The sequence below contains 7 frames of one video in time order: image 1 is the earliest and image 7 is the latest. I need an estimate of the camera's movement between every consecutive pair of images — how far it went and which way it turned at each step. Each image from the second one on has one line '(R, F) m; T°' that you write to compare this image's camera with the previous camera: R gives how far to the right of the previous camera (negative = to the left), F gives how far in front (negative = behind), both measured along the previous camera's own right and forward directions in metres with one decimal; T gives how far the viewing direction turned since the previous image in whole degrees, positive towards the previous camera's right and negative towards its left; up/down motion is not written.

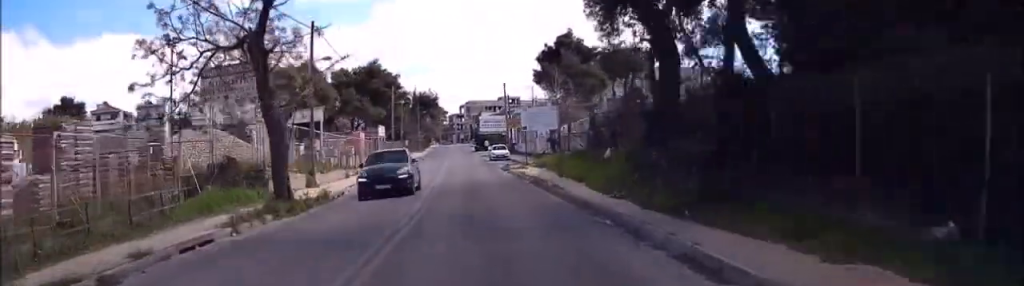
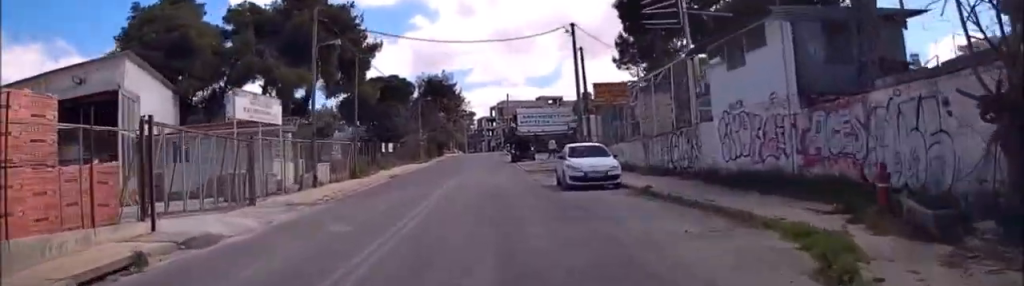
(-1.3, +41.9) m; -2°
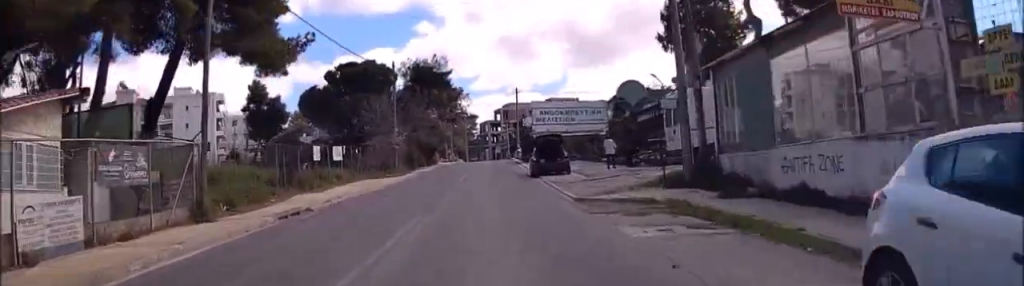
(-0.1, +19.5) m; 0°
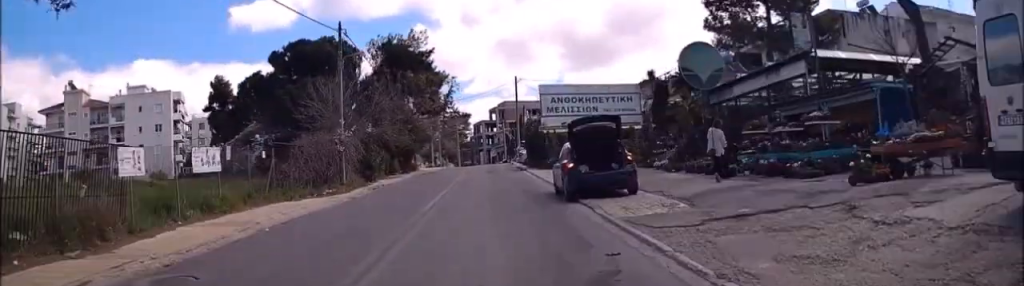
(0.0, +15.2) m; 0°
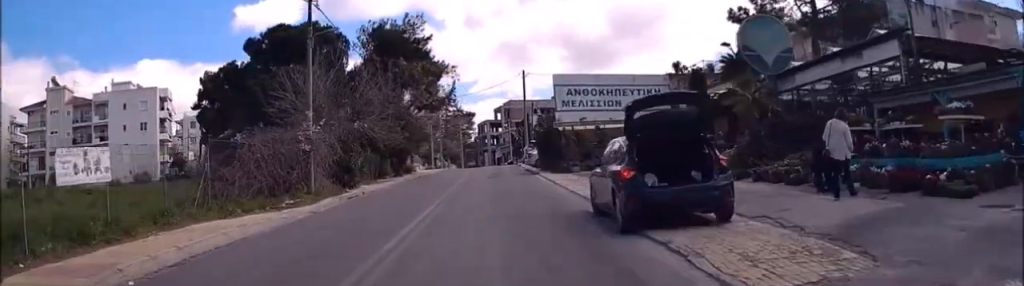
(0.0, +6.4) m; 0°
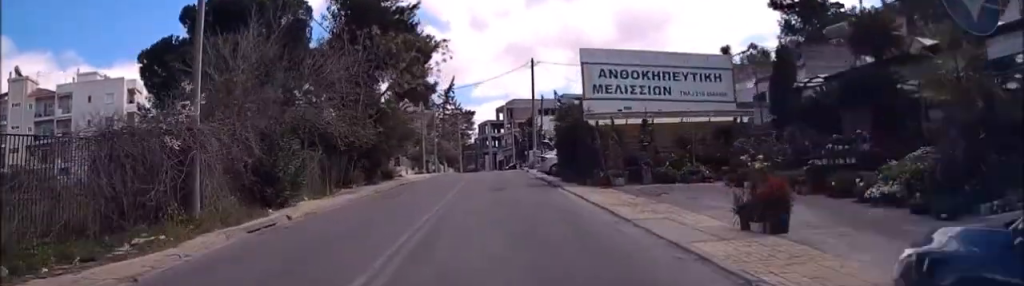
(0.0, +9.8) m; +1°
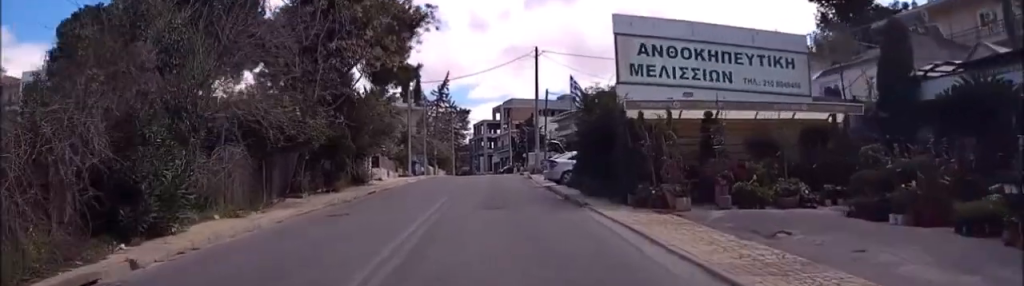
(+0.1, +7.5) m; +1°
